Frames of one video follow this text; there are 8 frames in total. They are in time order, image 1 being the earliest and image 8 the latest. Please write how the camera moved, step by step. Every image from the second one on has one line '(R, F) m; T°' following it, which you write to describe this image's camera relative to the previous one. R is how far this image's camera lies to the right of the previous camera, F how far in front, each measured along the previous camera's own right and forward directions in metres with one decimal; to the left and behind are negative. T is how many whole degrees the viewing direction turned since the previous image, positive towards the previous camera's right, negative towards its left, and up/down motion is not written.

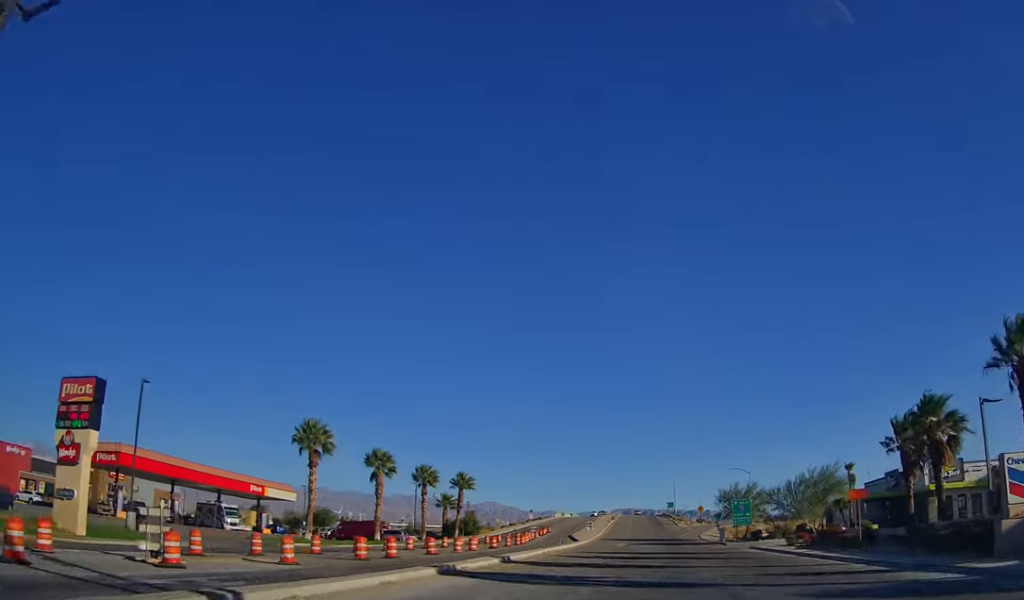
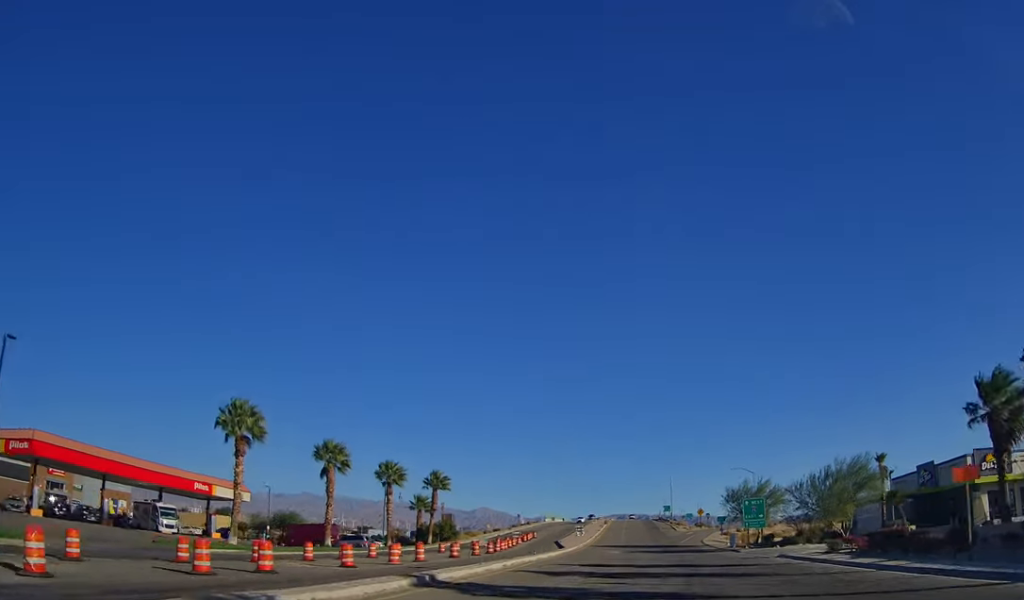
(-0.1, +8.3) m; -1°
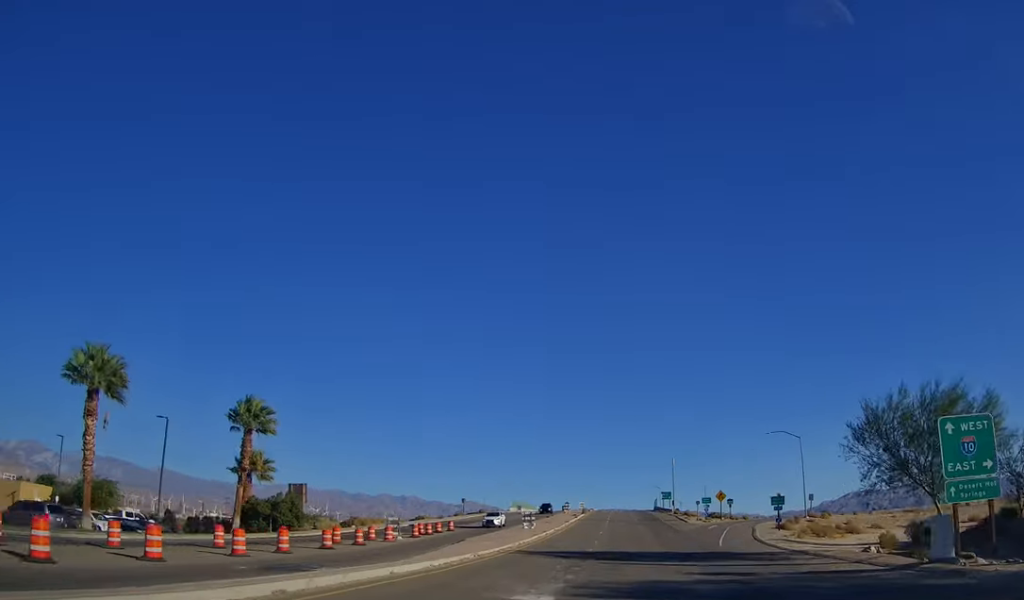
(+0.8, +39.9) m; +2°
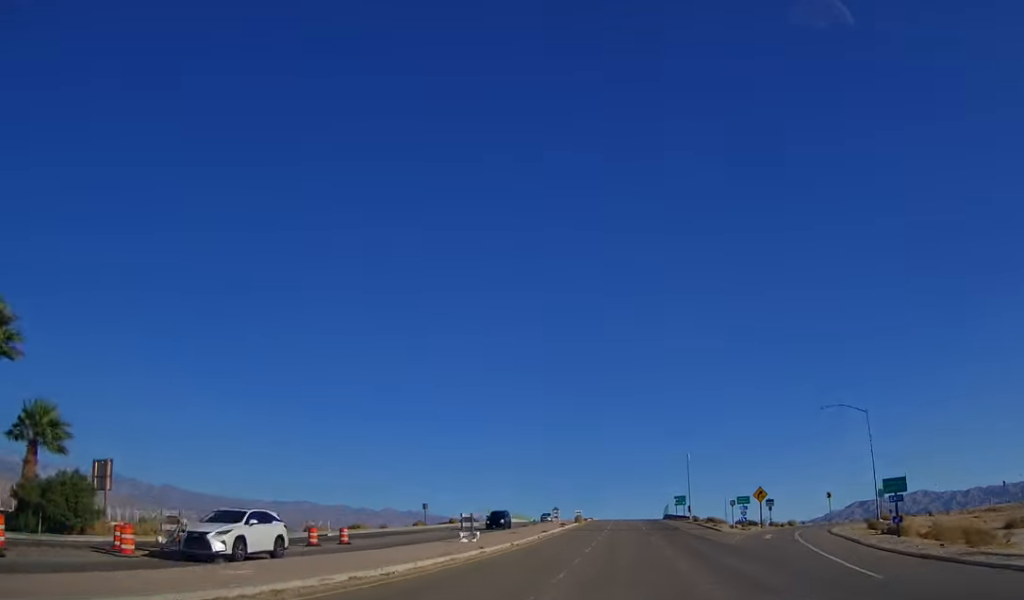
(+0.1, +23.4) m; -1°
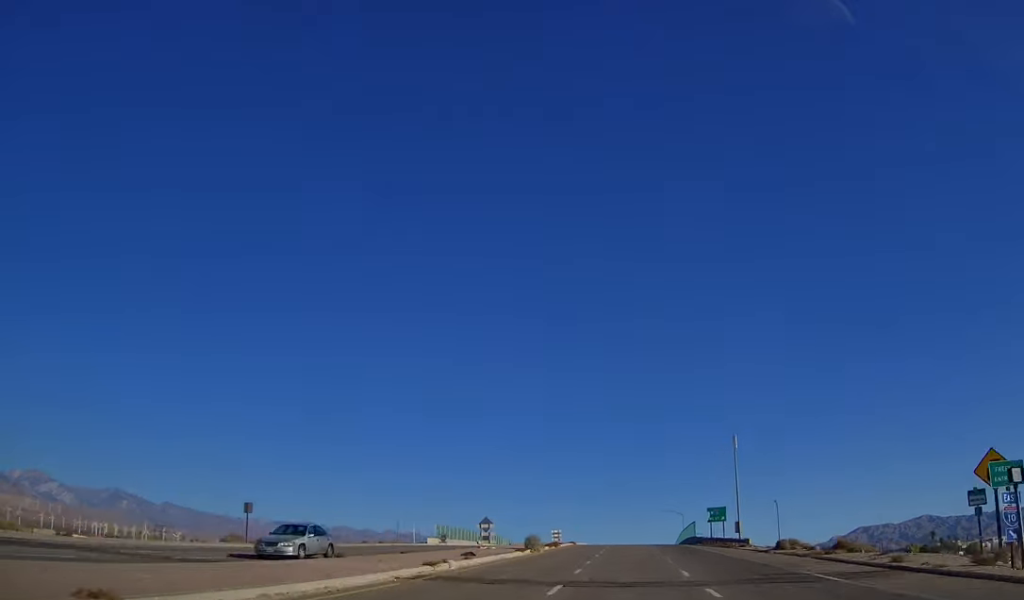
(-0.9, +45.1) m; -1°
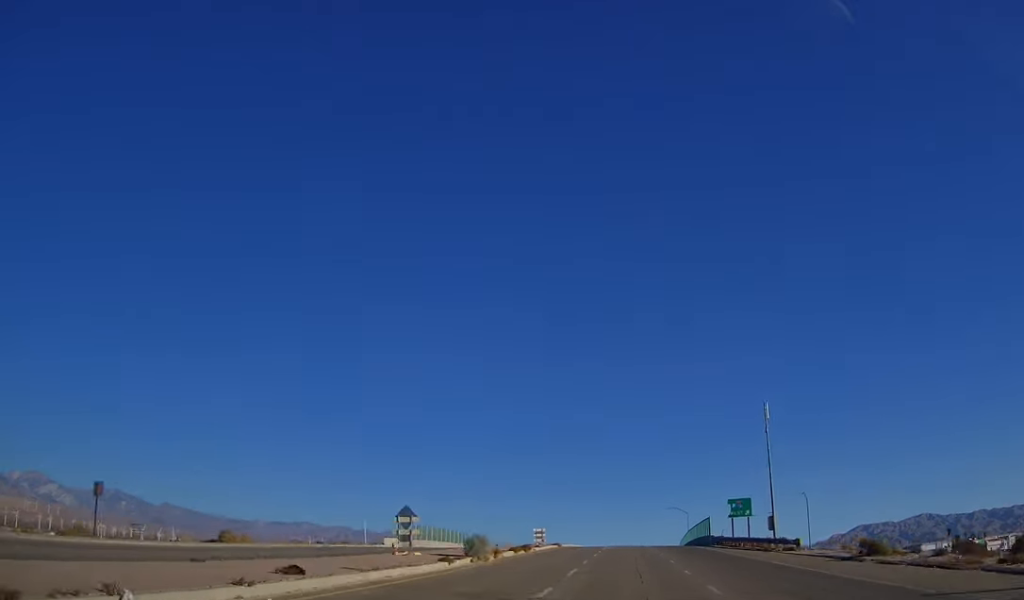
(0.0, +15.8) m; 0°
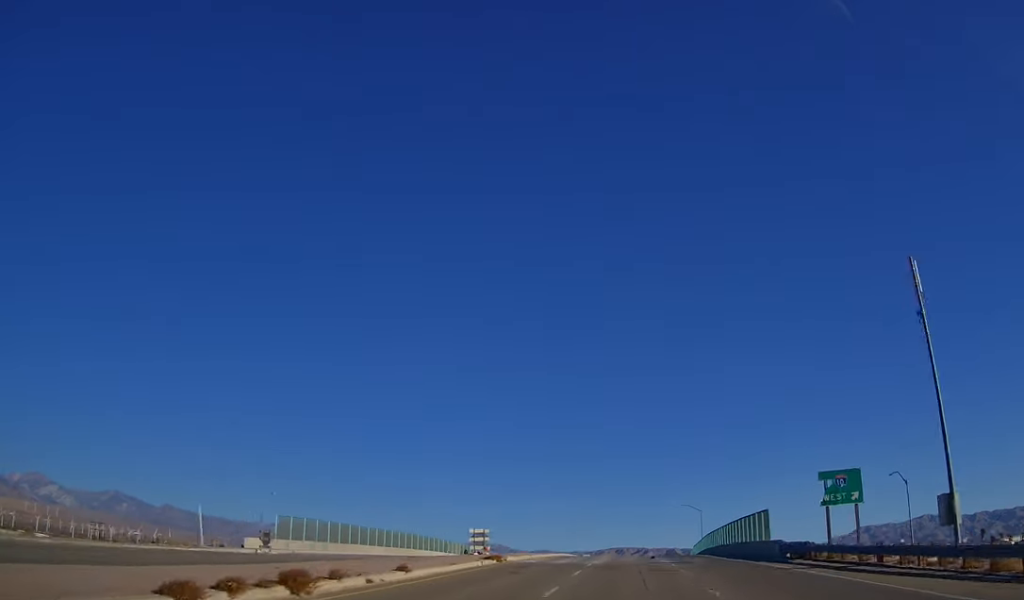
(0.0, +28.9) m; 0°
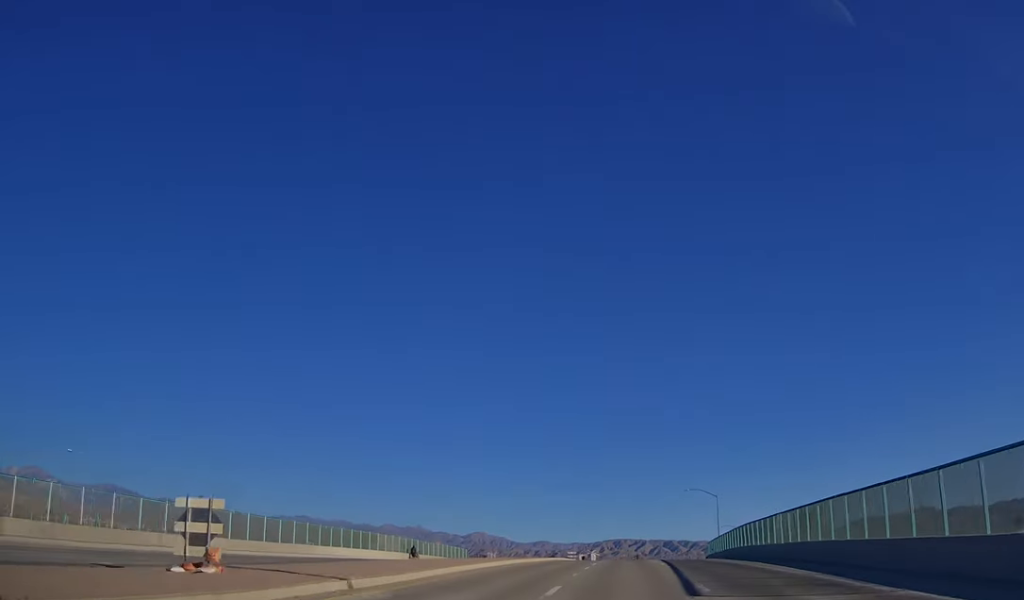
(0.0, +29.0) m; 0°
